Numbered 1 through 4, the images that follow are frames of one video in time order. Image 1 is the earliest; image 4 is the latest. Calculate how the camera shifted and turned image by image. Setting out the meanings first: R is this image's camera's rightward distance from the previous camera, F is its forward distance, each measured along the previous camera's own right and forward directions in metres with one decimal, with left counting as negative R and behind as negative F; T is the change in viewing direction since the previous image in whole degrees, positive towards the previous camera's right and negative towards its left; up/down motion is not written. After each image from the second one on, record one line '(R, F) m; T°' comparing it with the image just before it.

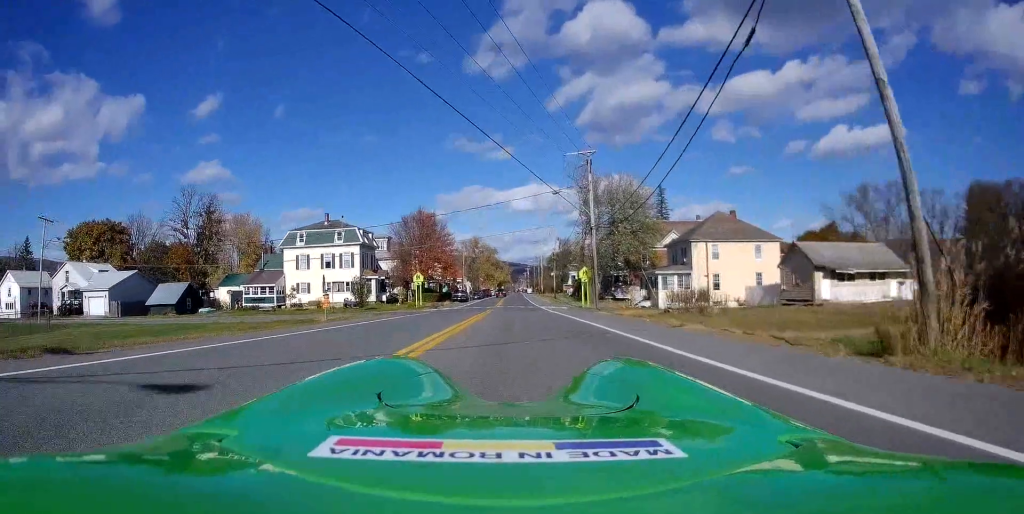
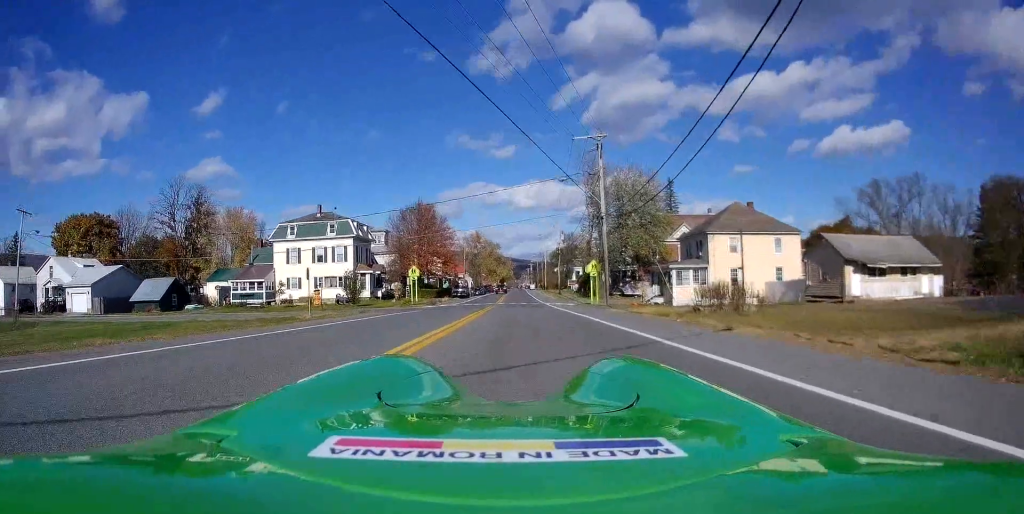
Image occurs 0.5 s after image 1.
(0.0, +3.8) m; -2°
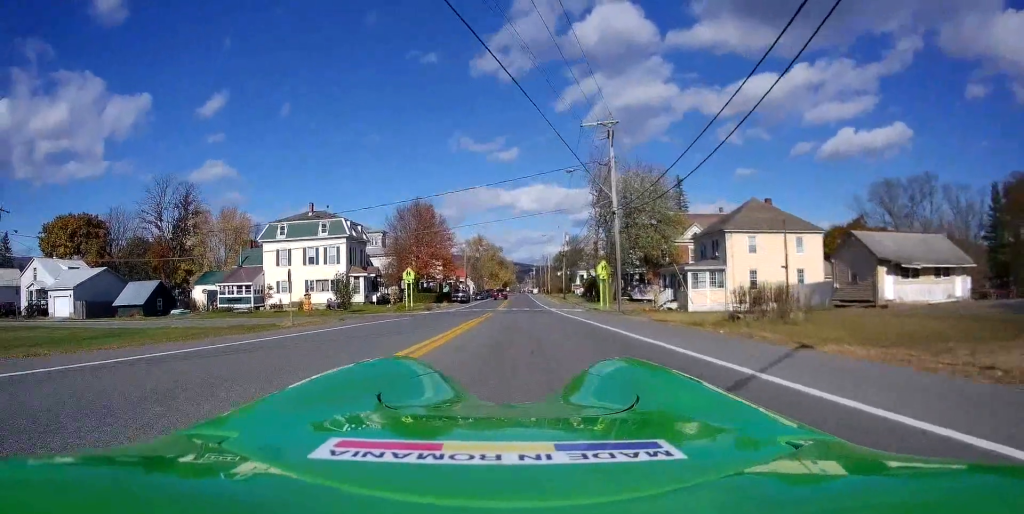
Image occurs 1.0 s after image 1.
(+0.1, +3.8) m; -2°
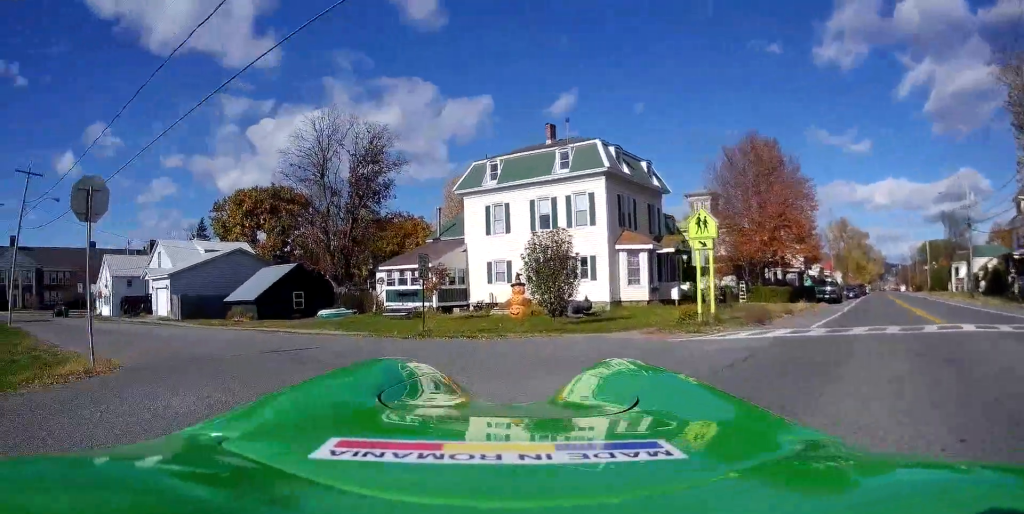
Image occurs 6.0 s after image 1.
(-3.2, +30.4) m; -32°
